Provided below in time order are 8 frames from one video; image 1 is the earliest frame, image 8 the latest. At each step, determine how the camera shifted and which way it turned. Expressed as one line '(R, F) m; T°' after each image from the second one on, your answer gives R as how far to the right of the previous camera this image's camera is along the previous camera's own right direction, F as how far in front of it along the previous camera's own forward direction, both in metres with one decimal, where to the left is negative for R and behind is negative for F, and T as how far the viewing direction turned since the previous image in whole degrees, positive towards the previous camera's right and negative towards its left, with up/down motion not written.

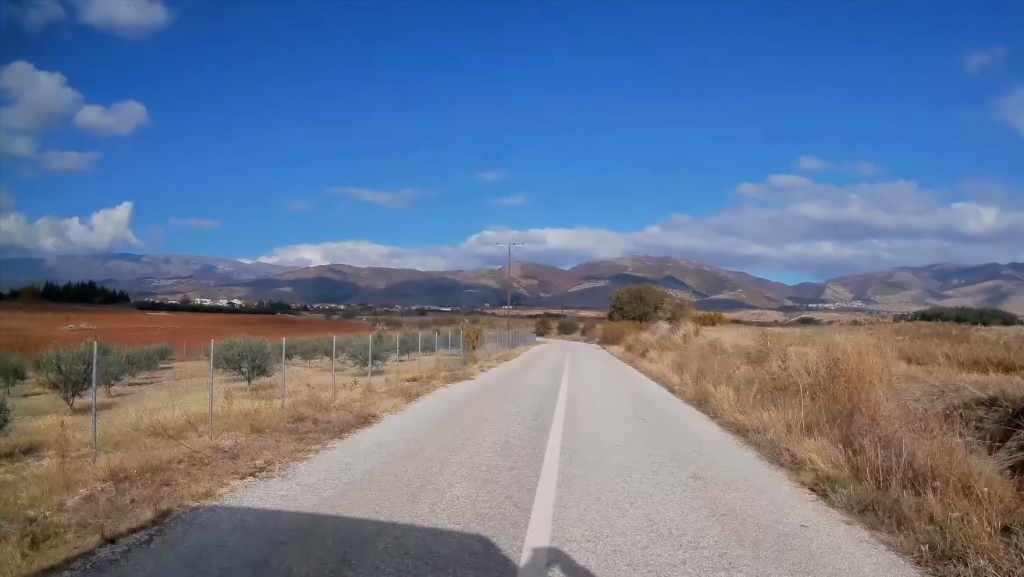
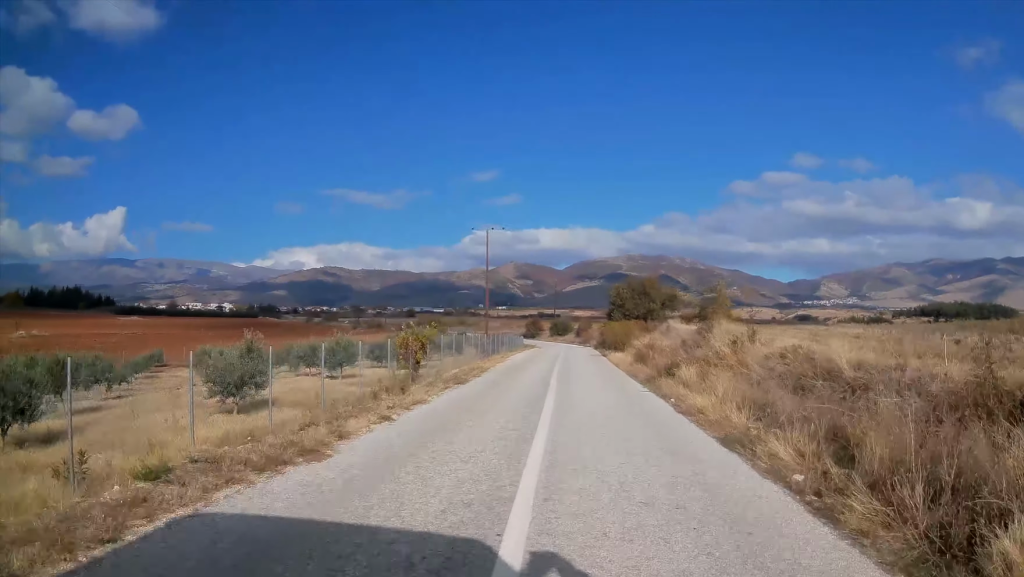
(0.0, +10.5) m; 0°
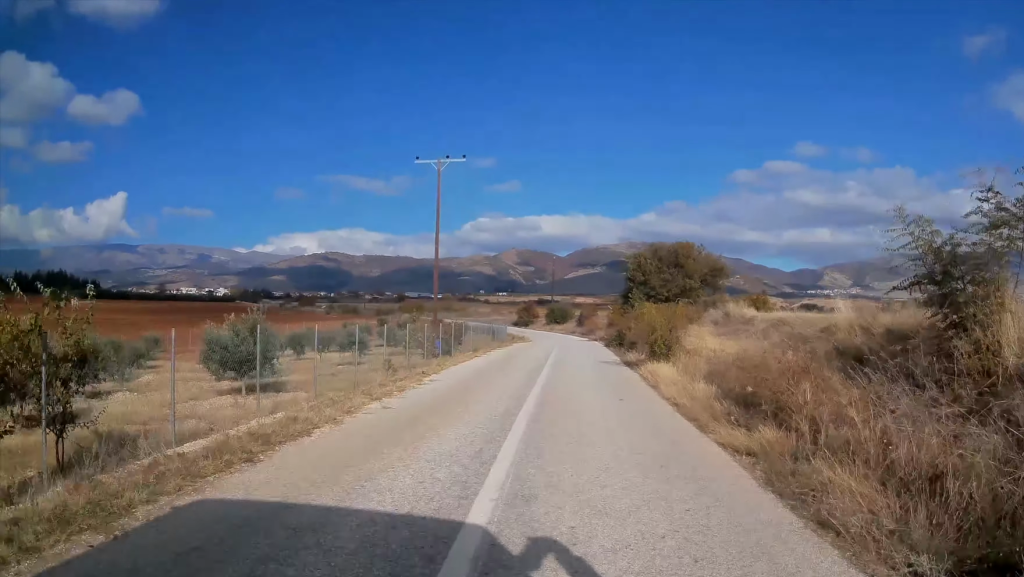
(+0.1, +18.2) m; 0°
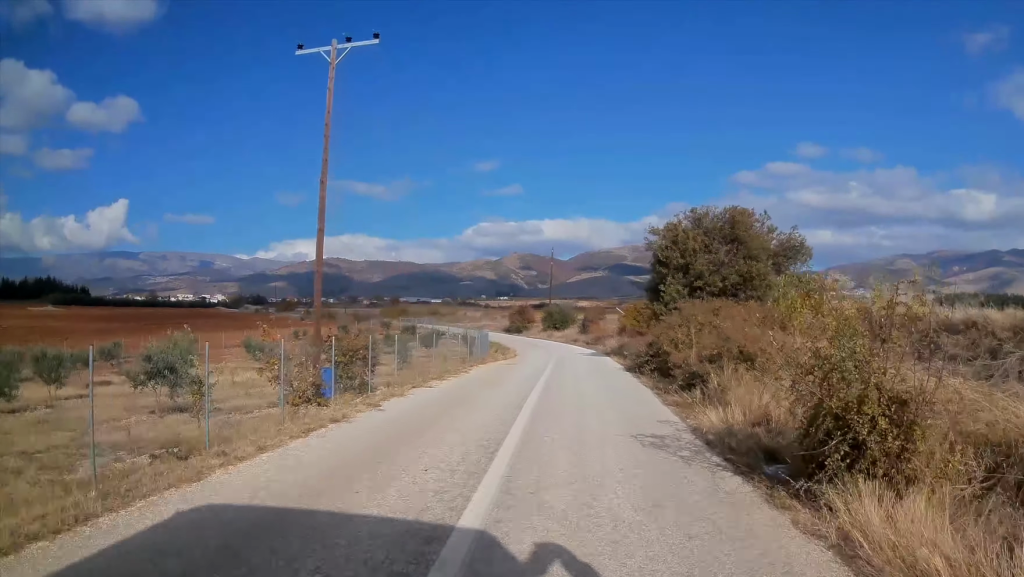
(-0.1, +14.6) m; 0°
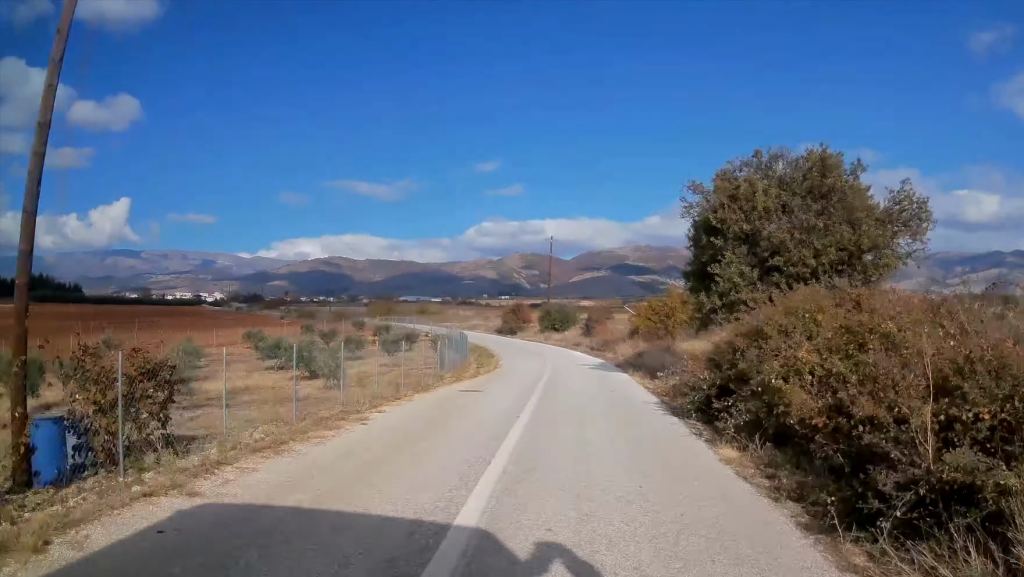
(+0.1, +9.8) m; 0°
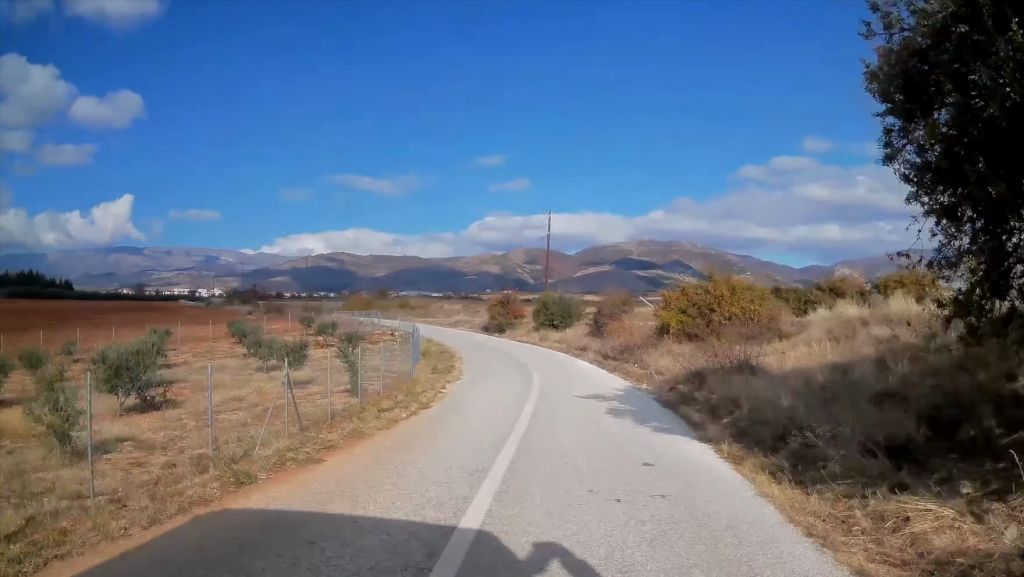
(0.0, +13.4) m; -8°
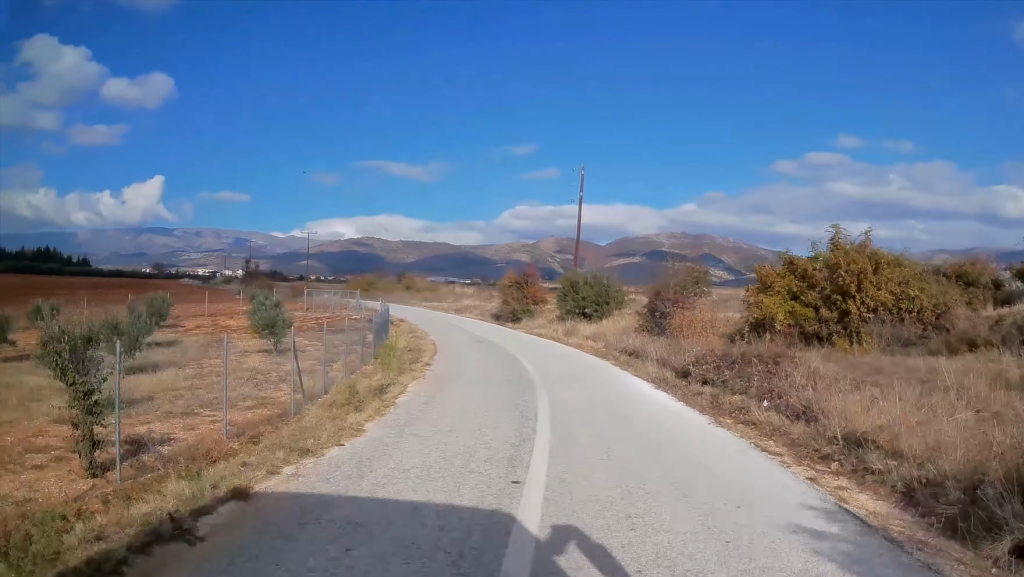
(-0.8, +12.0) m; -13°
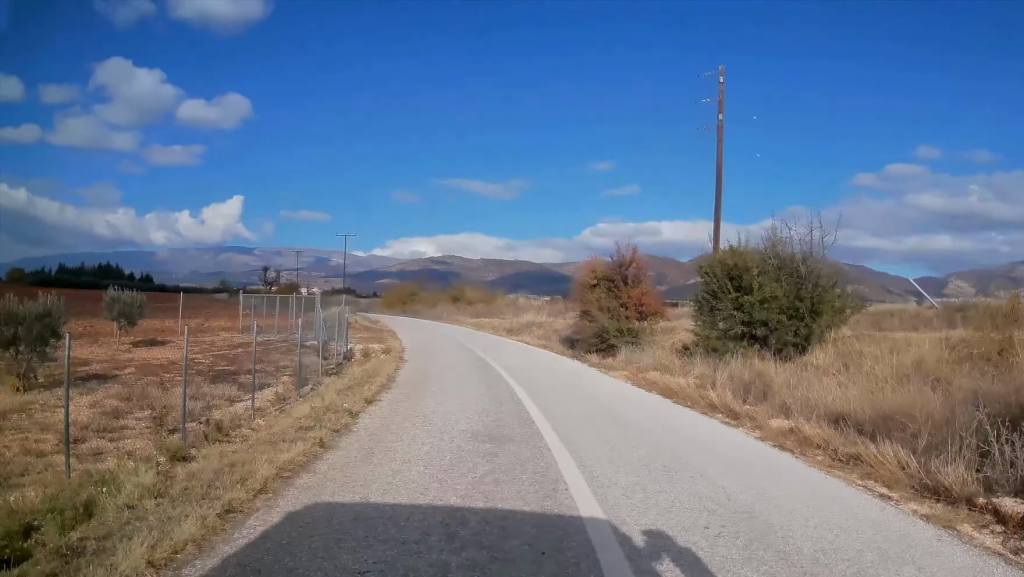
(-3.6, +18.0) m; -12°
